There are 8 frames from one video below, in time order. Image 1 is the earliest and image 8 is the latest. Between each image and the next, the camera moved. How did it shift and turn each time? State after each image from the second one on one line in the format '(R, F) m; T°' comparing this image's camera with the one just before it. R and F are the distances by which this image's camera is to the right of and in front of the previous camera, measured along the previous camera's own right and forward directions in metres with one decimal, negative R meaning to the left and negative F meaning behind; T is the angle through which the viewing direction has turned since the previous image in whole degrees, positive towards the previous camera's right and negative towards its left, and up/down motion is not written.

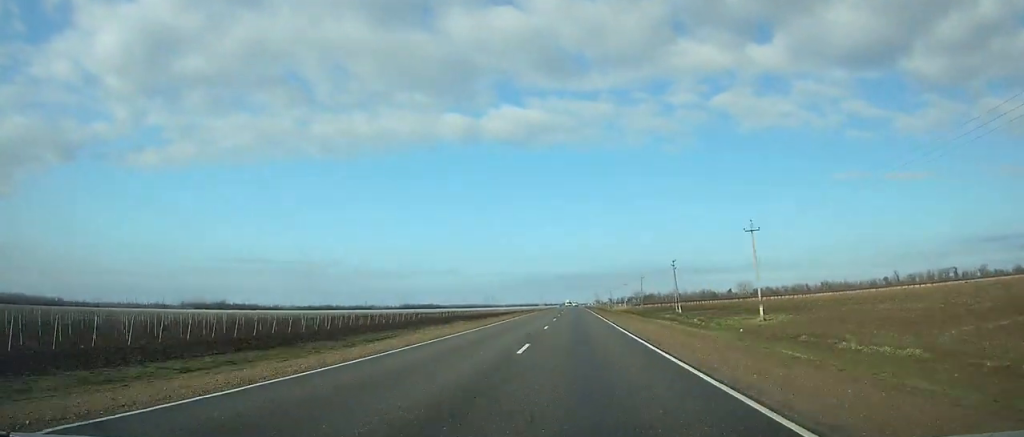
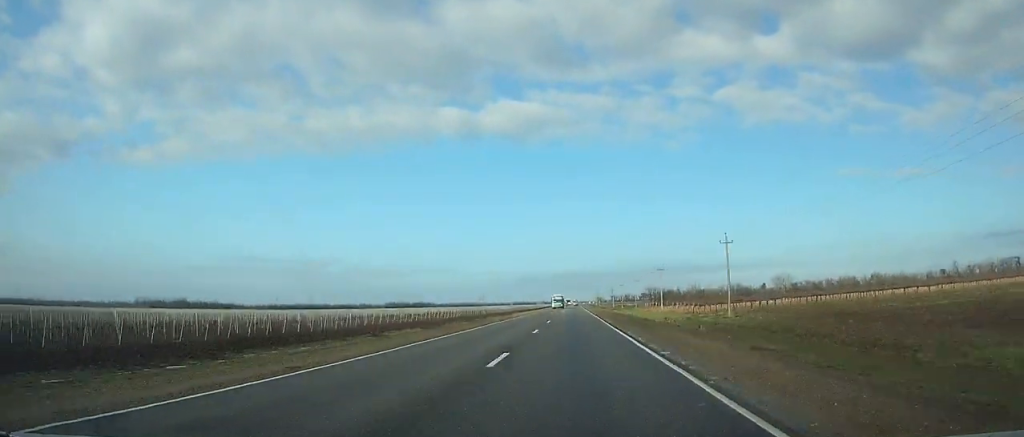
(0.0, +86.4) m; 0°
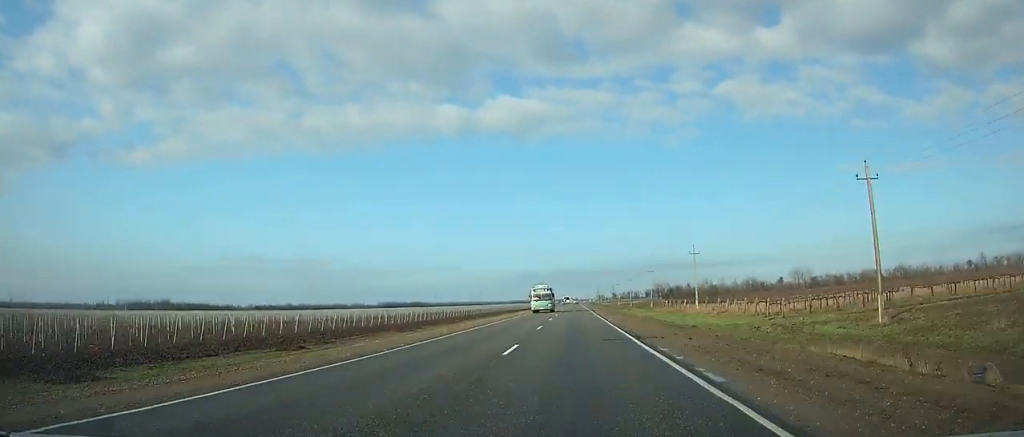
(0.0, +33.6) m; 0°
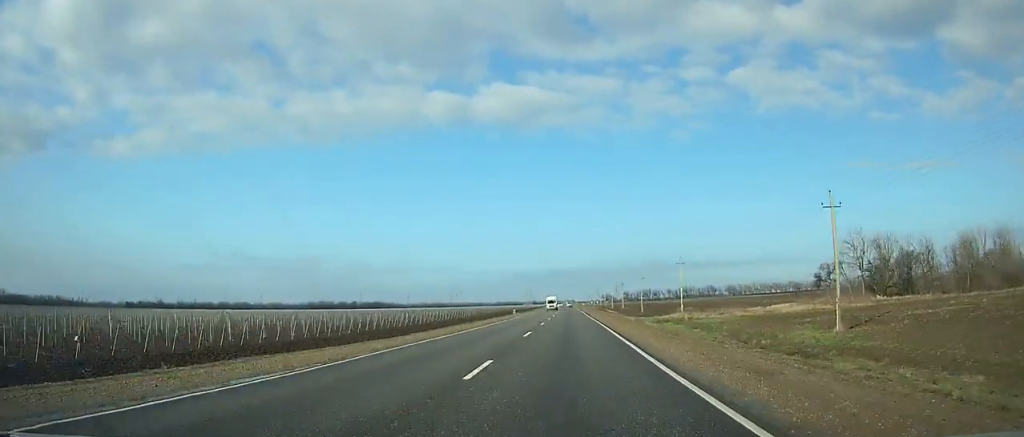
(-0.1, +244.8) m; 0°
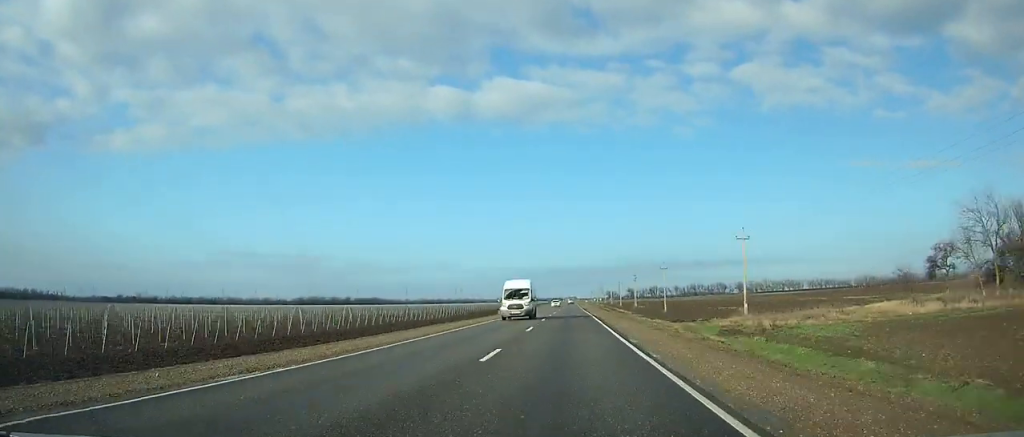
(+0.1, +33.9) m; 0°
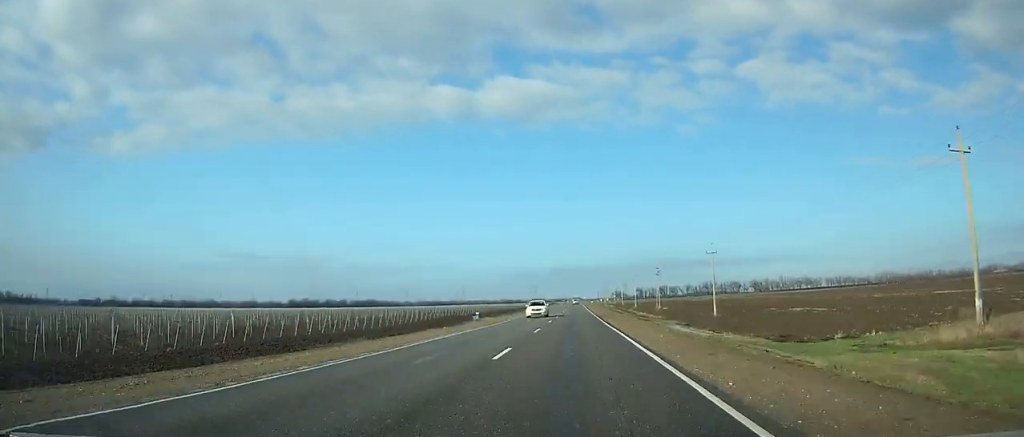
(-0.2, +36.6) m; 0°
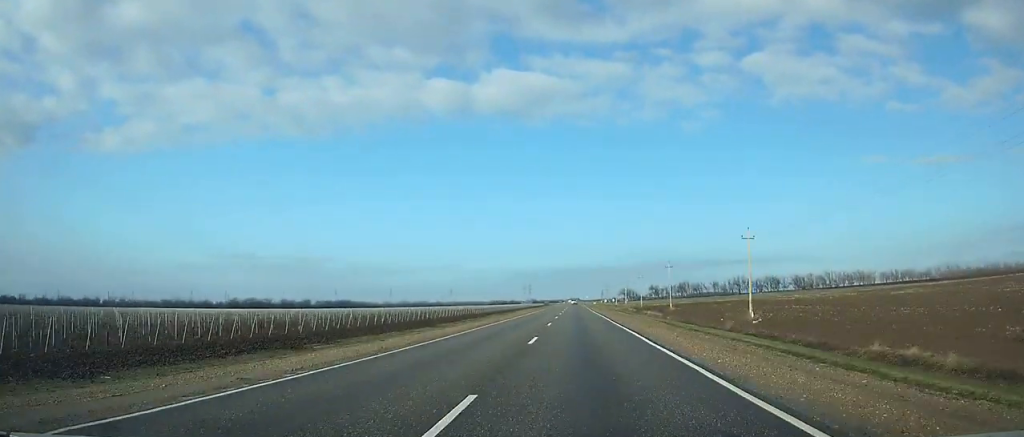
(-0.2, +115.6) m; 0°
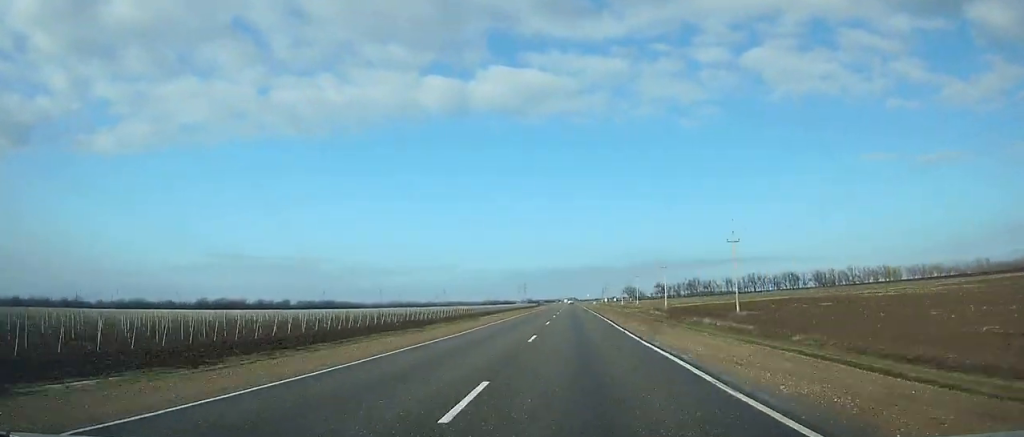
(+0.1, +48.0) m; 0°
